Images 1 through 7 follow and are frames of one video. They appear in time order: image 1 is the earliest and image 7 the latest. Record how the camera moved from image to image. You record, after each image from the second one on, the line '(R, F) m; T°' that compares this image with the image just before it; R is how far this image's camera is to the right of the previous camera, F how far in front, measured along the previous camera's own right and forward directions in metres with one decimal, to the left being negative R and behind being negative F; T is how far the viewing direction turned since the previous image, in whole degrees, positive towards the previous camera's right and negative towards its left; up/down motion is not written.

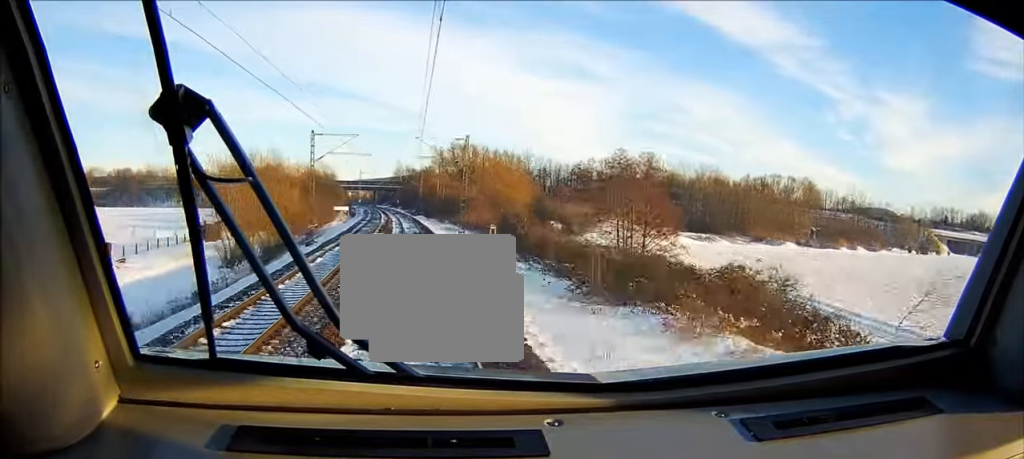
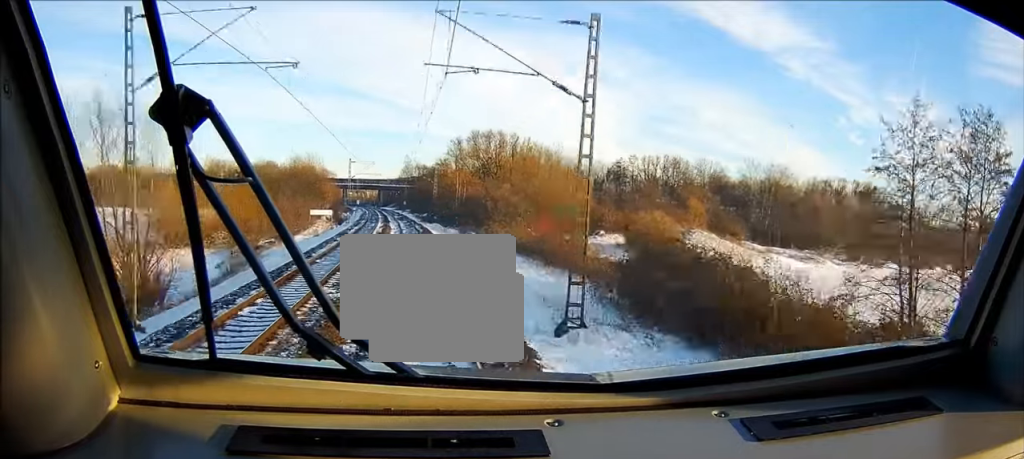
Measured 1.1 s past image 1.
(-0.3, +34.6) m; -1°
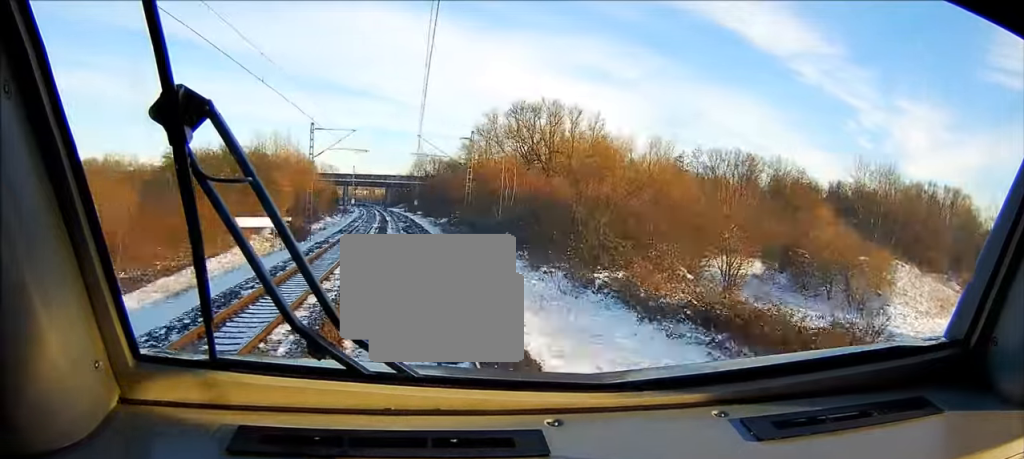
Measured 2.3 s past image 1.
(-0.4, +41.1) m; -1°
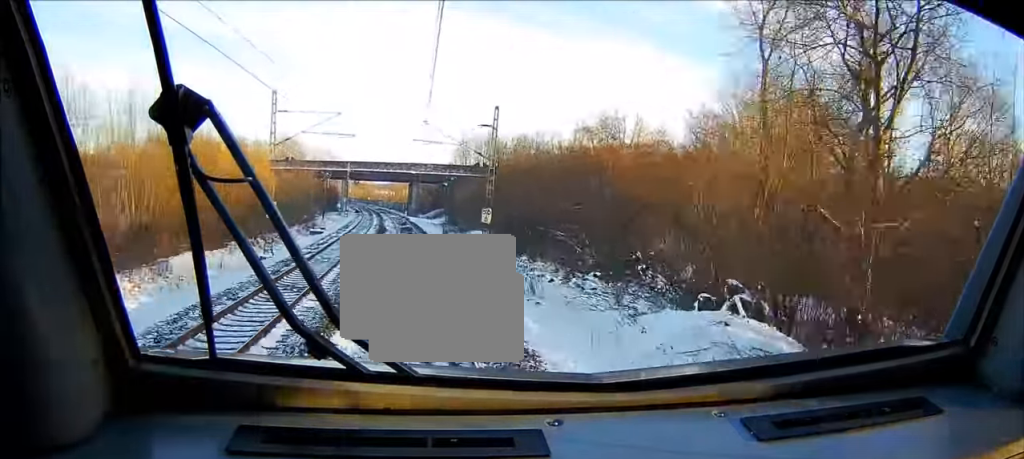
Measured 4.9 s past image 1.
(-2.0, +84.0) m; -2°
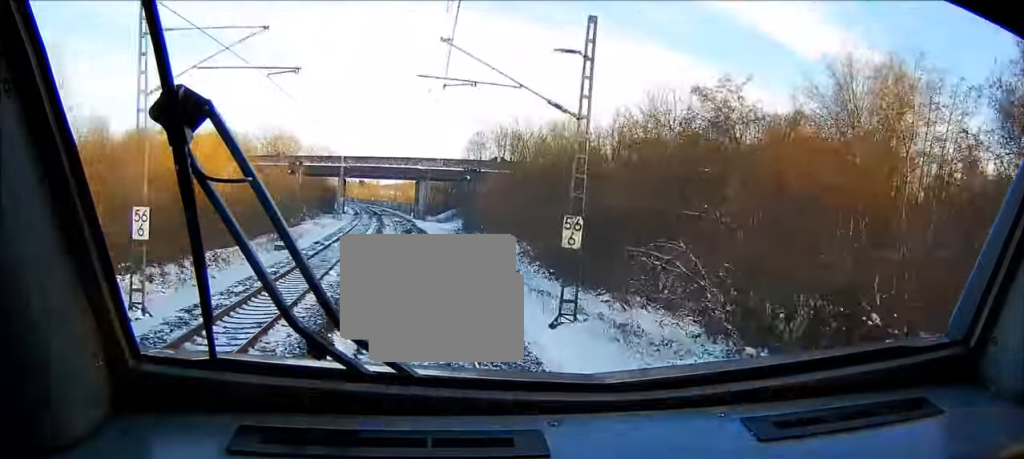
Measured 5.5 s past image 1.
(0.0, +18.3) m; 0°
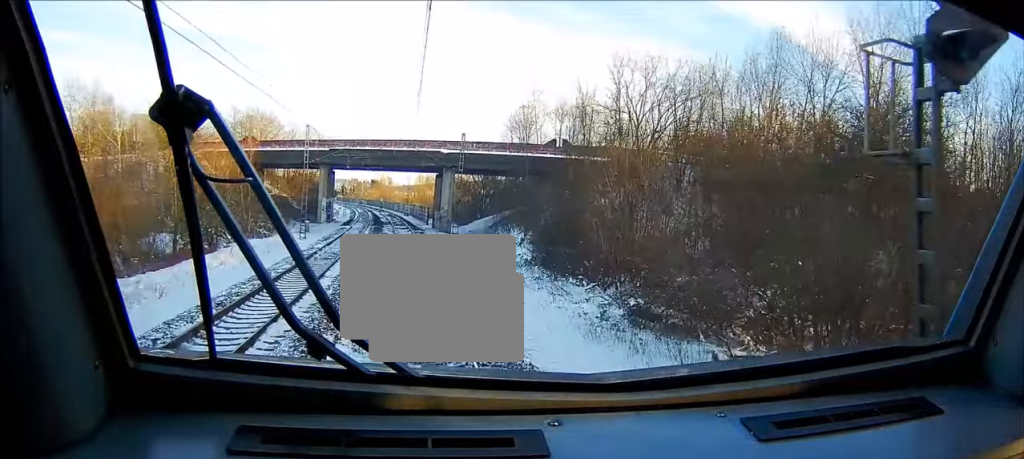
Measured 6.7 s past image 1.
(-0.4, +38.5) m; -1°
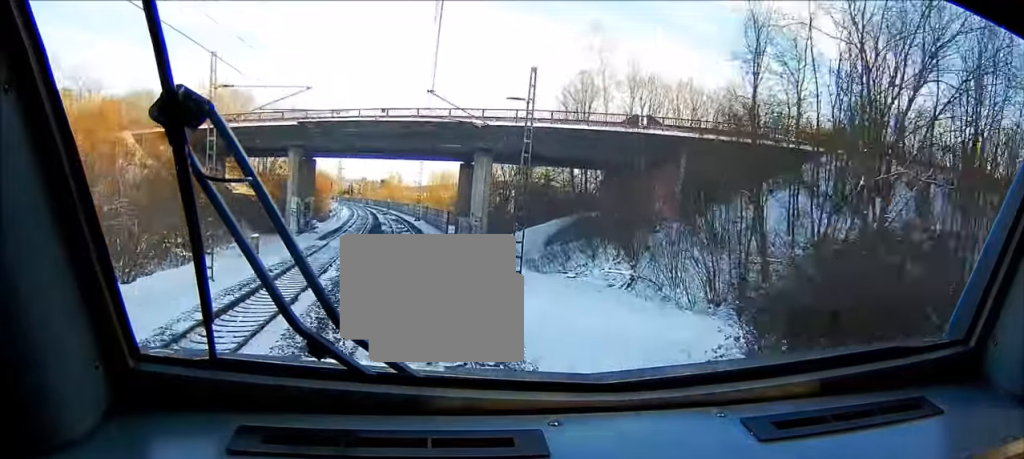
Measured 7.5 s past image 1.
(-0.1, +25.6) m; -1°
